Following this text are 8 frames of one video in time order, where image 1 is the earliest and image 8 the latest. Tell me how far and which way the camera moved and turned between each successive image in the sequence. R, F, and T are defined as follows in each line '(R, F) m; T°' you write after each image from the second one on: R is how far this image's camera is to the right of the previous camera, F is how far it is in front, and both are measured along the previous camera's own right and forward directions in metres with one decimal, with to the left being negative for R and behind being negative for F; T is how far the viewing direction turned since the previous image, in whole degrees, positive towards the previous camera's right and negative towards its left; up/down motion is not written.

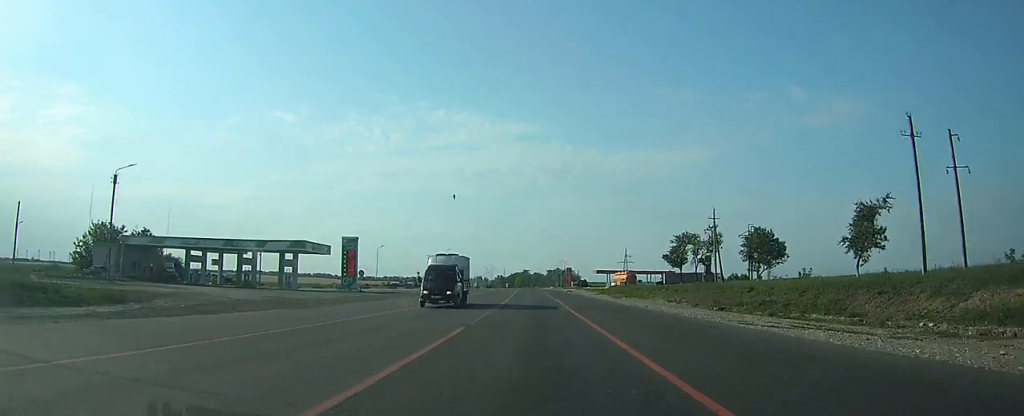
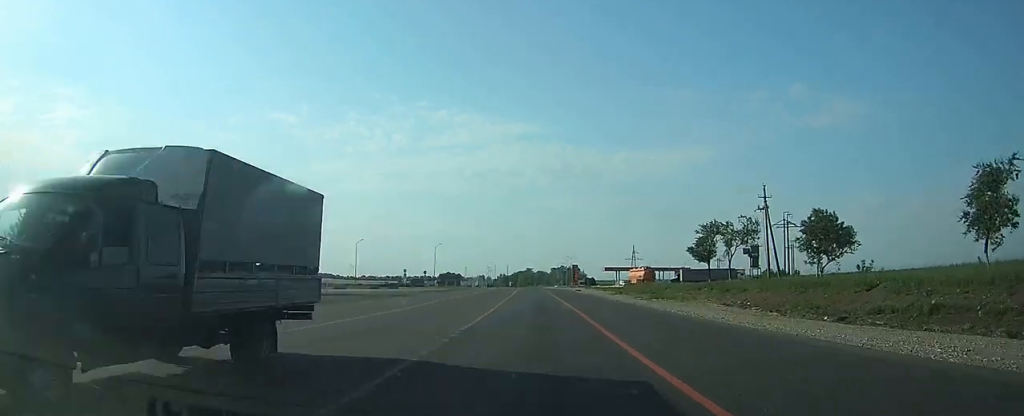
(-0.2, +16.0) m; -1°
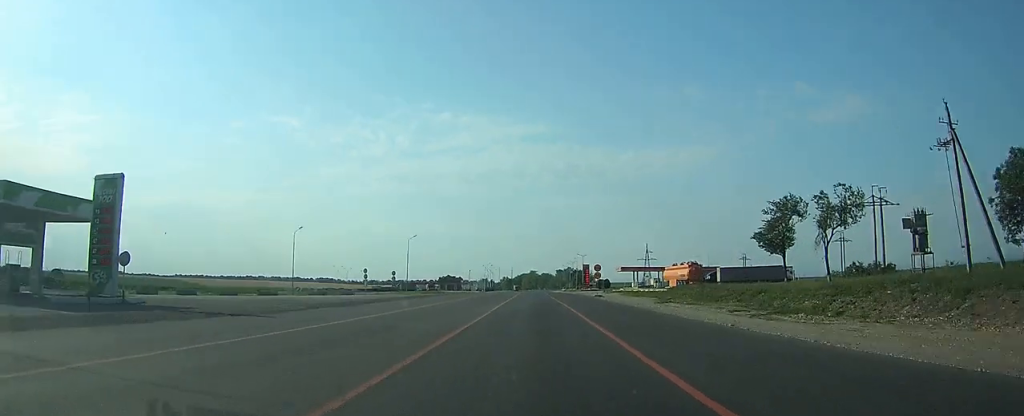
(-0.3, +27.9) m; -1°
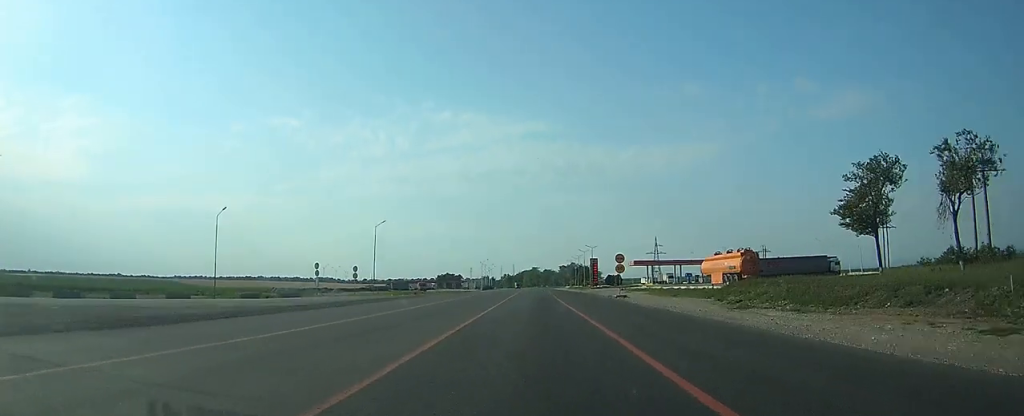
(0.0, +19.2) m; 0°
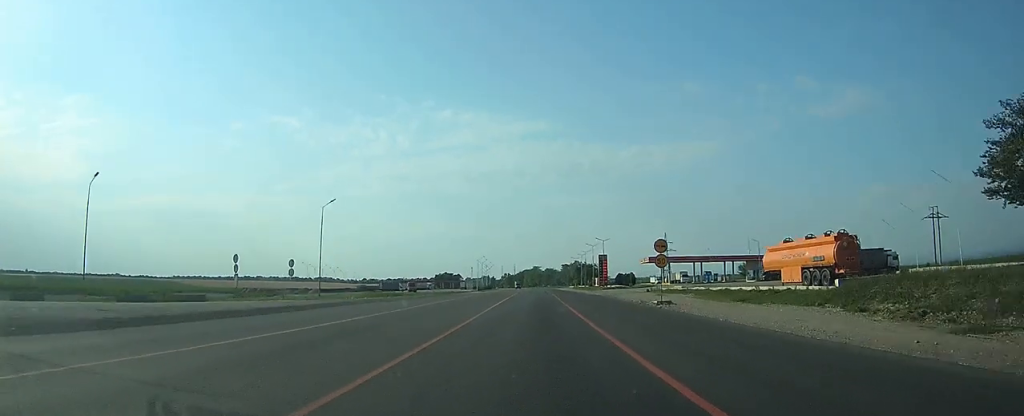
(0.0, +18.4) m; 0°
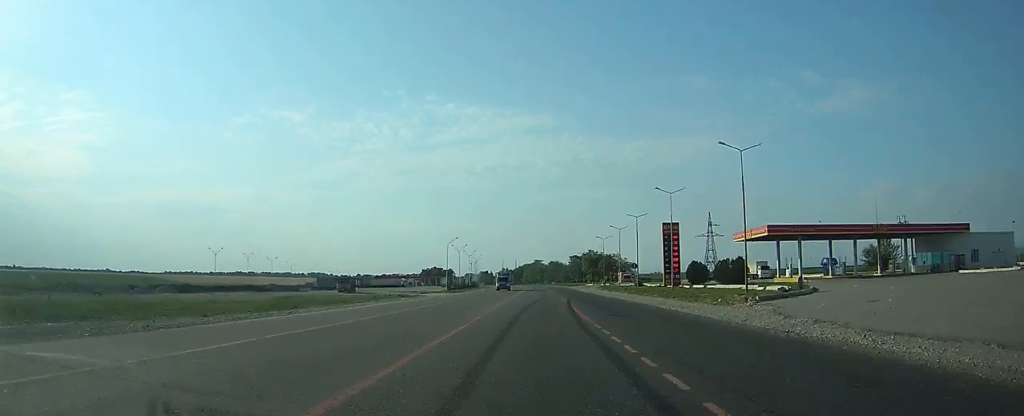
(-0.4, +67.3) m; -1°
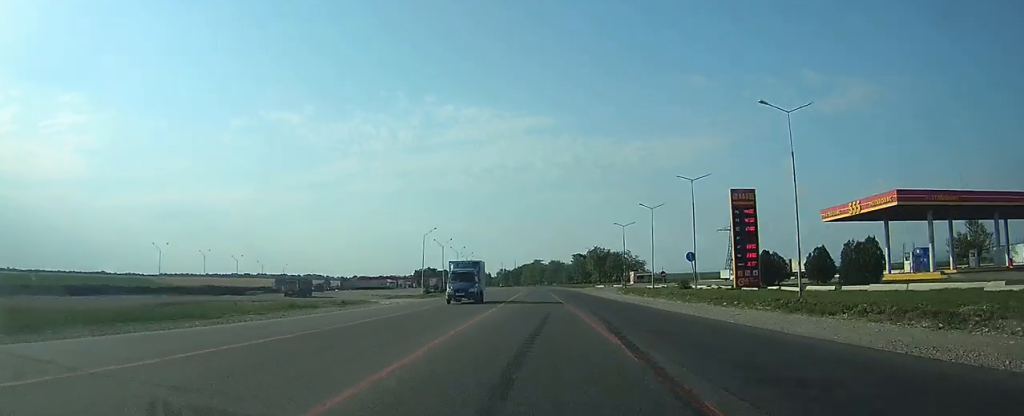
(0.0, +25.0) m; 0°
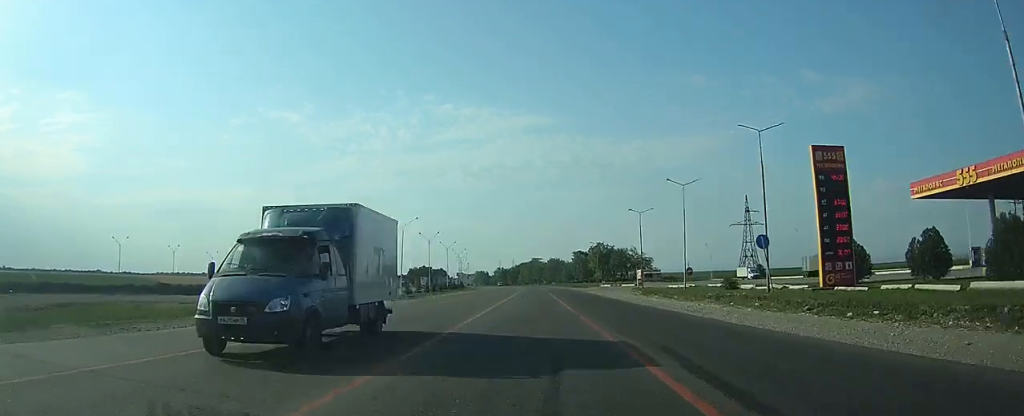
(0.0, +14.0) m; 0°
